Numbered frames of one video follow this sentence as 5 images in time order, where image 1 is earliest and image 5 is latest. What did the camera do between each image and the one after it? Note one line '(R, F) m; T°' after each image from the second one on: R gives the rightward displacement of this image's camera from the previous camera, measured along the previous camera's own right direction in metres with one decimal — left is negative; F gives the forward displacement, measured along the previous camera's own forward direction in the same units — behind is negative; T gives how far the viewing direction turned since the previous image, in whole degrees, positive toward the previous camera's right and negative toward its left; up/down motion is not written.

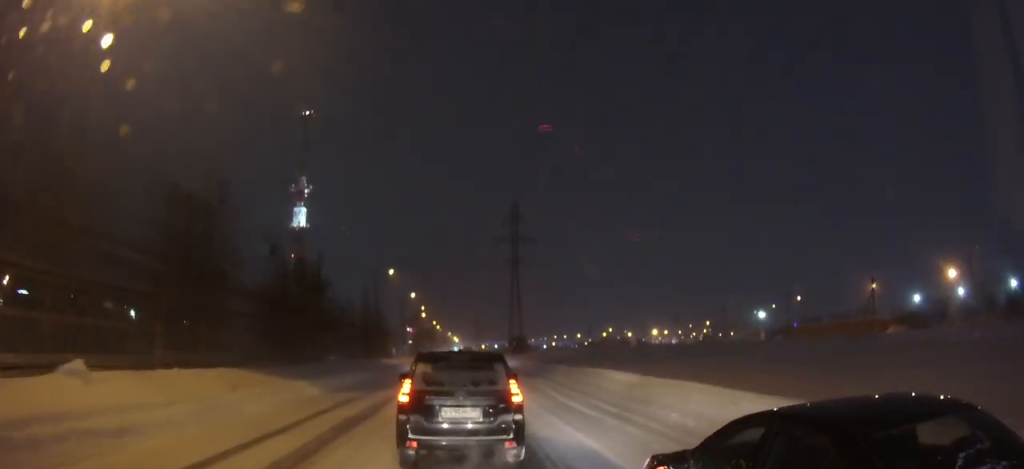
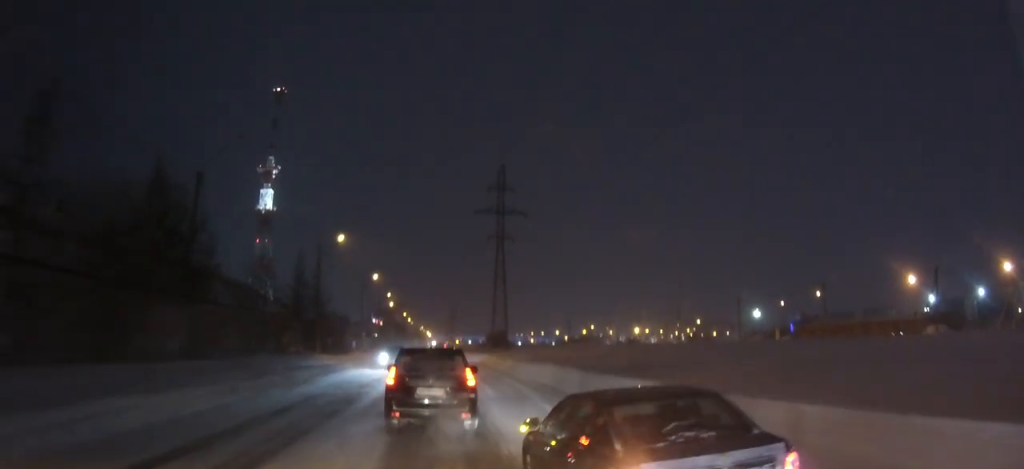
(+0.4, +20.5) m; +2°
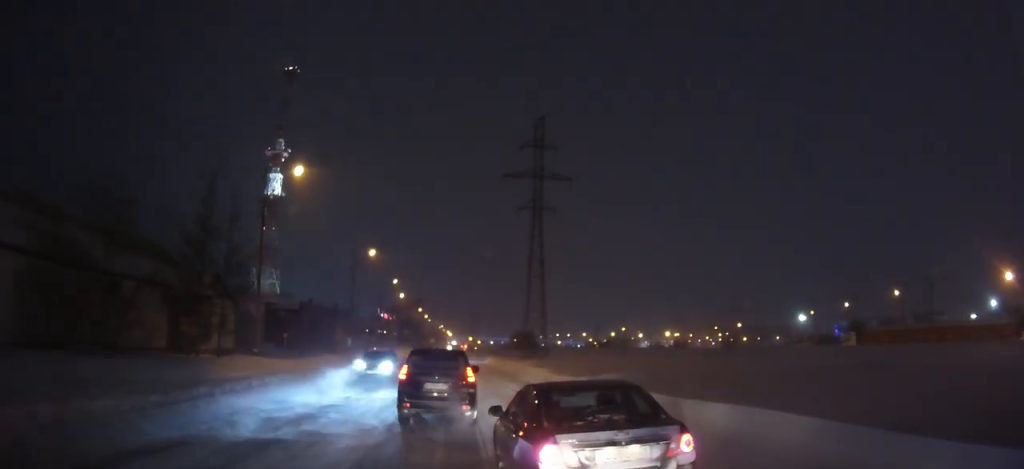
(-0.4, +22.5) m; -2°
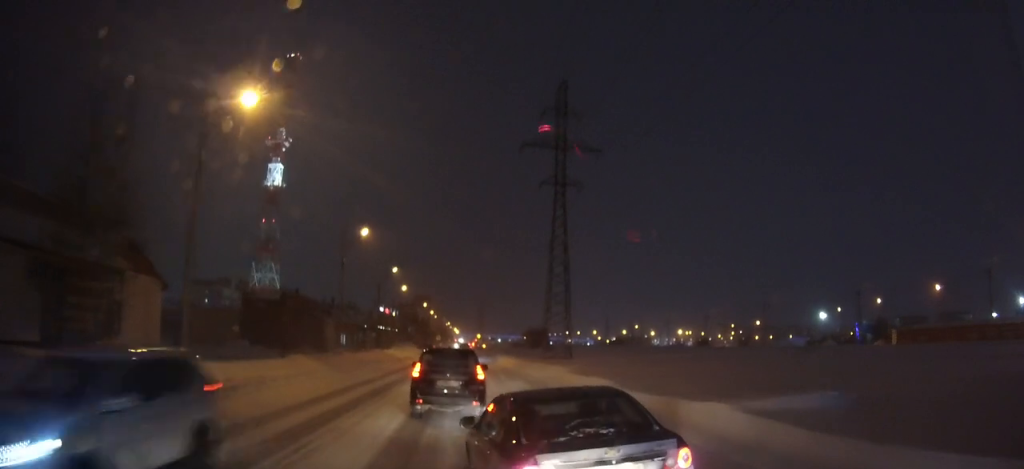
(-0.1, +10.8) m; 0°
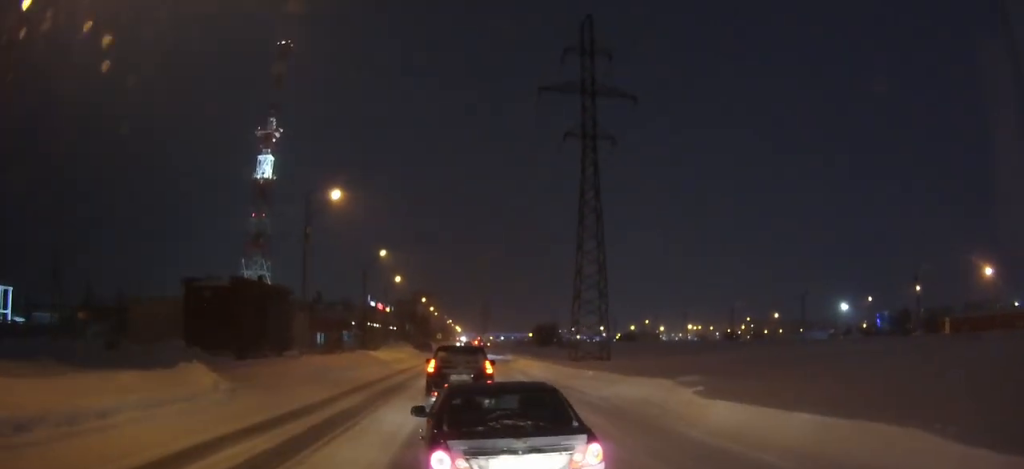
(+0.1, +14.3) m; 0°
